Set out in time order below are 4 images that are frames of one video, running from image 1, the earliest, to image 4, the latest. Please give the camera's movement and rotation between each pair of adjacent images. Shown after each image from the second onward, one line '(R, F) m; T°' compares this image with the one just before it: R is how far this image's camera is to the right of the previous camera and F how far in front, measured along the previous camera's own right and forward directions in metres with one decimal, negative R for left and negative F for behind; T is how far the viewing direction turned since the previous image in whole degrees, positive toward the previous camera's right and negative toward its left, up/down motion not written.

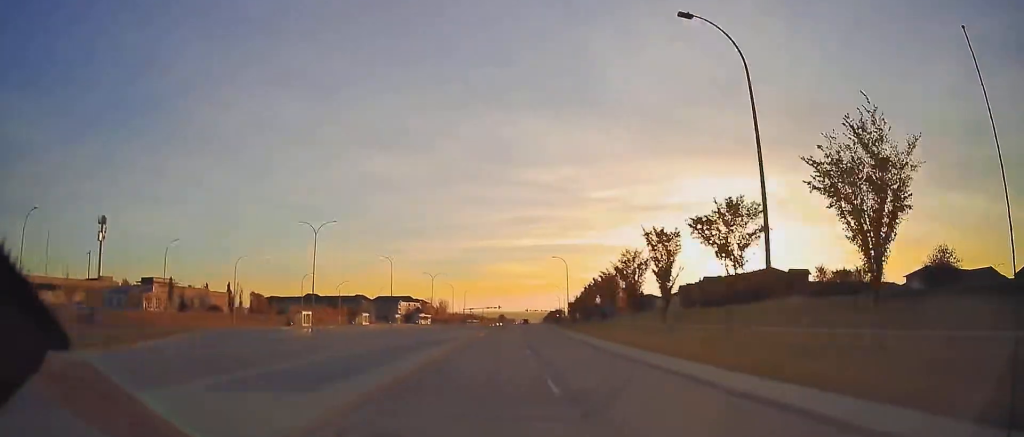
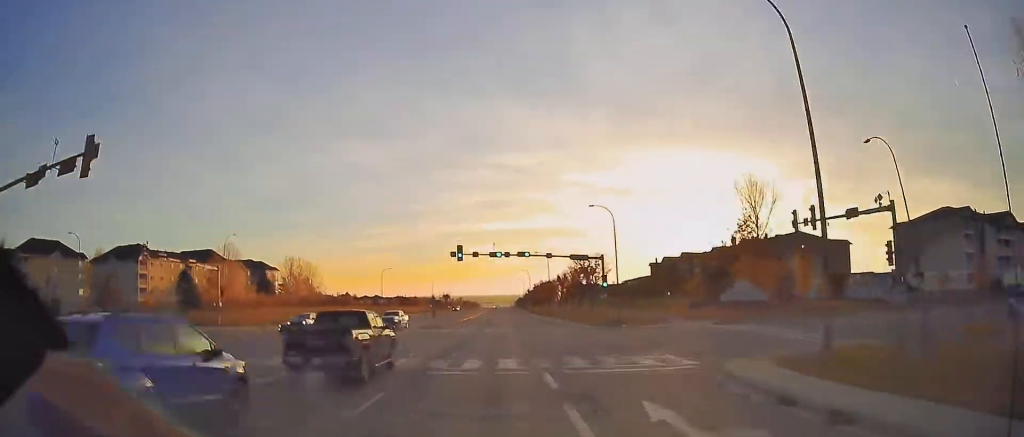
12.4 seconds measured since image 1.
(+5.6, +207.2) m; +1°
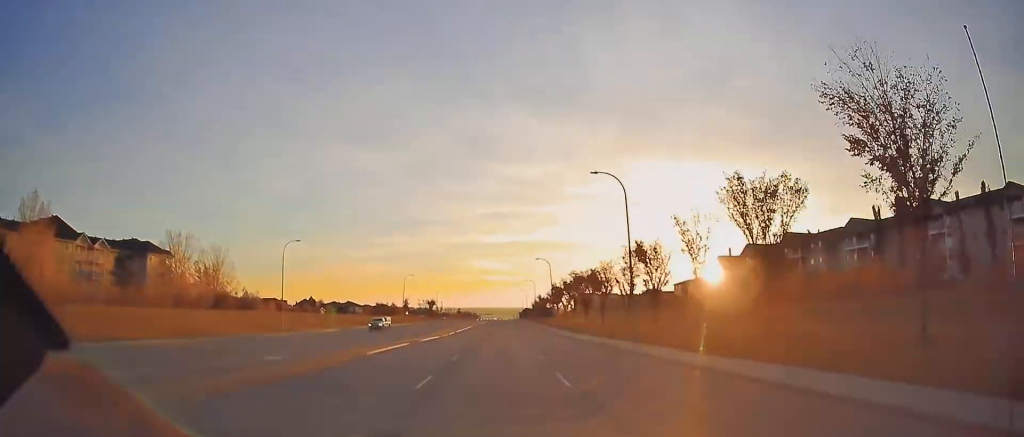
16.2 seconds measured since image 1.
(0.0, +65.2) m; 0°
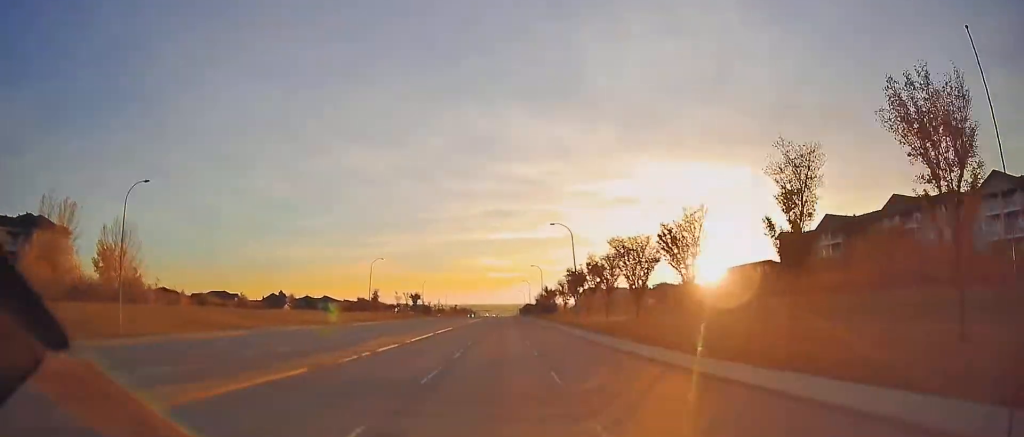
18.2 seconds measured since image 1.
(0.0, +35.1) m; 0°
